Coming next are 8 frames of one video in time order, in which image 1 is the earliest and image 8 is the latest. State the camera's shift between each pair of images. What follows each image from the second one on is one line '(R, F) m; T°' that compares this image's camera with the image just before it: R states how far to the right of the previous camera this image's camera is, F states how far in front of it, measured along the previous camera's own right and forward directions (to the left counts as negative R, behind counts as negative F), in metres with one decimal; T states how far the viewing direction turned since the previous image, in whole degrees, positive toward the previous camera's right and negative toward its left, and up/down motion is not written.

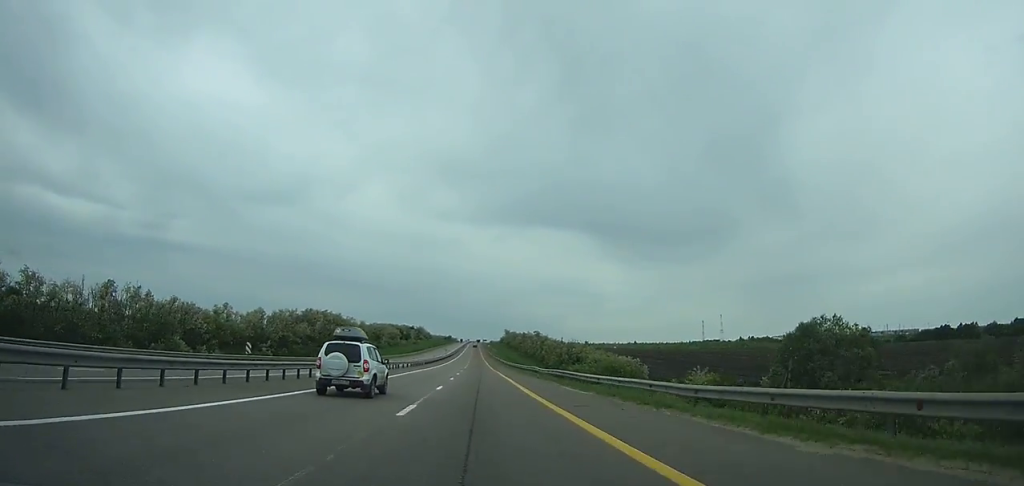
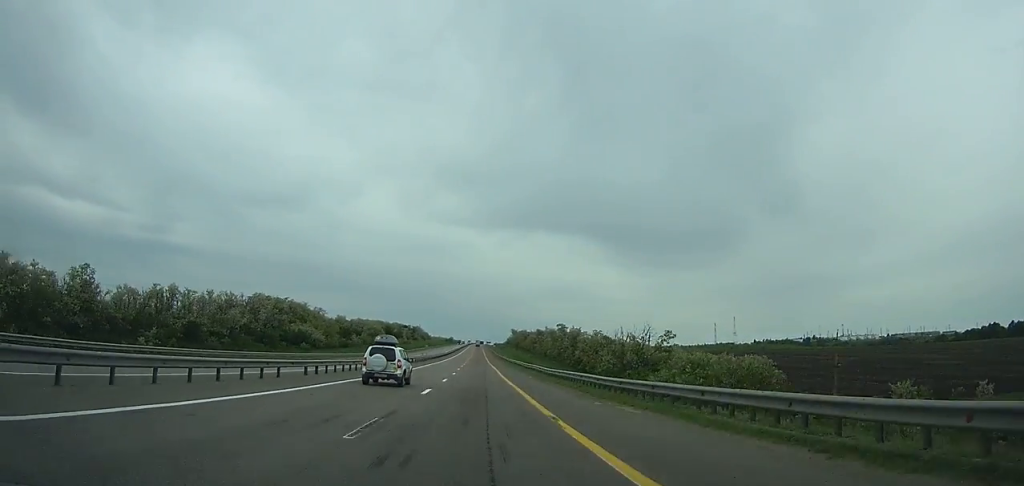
(0.0, +61.3) m; 0°
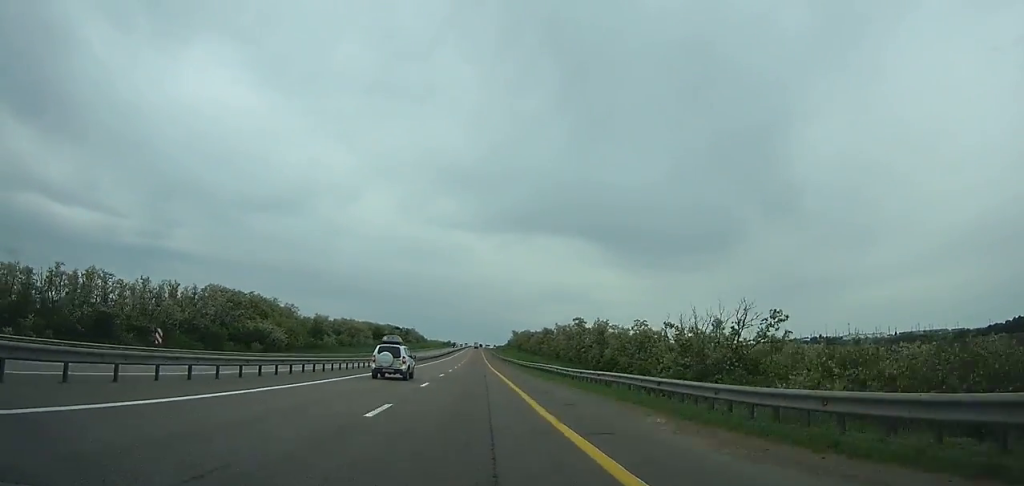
(0.0, +32.2) m; 0°
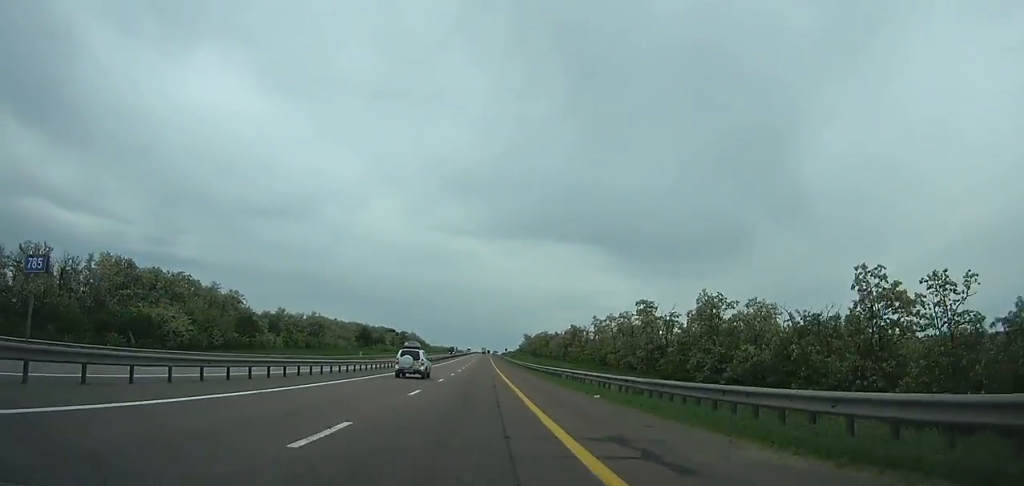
(+0.1, +50.3) m; 0°
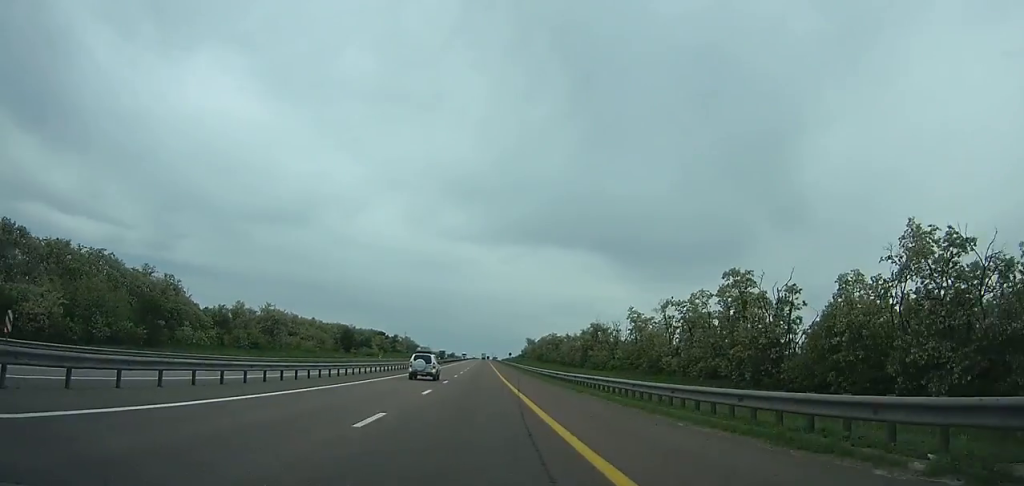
(-0.3, +32.2) m; 0°
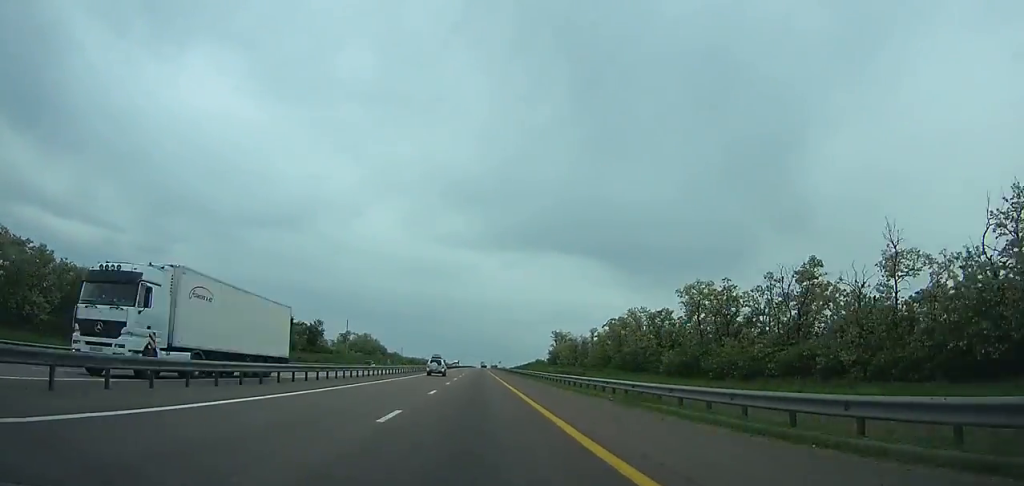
(+0.2, +155.6) m; 0°
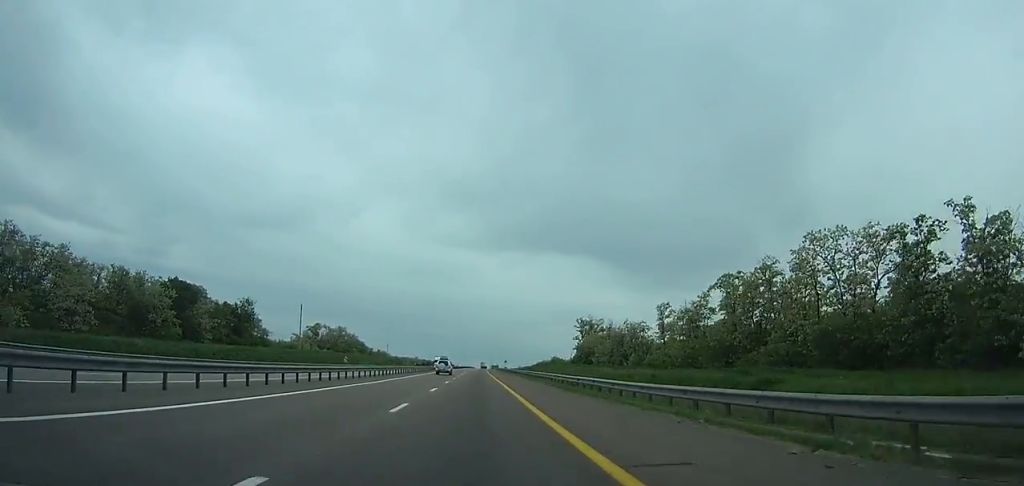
(0.0, +58.8) m; 0°
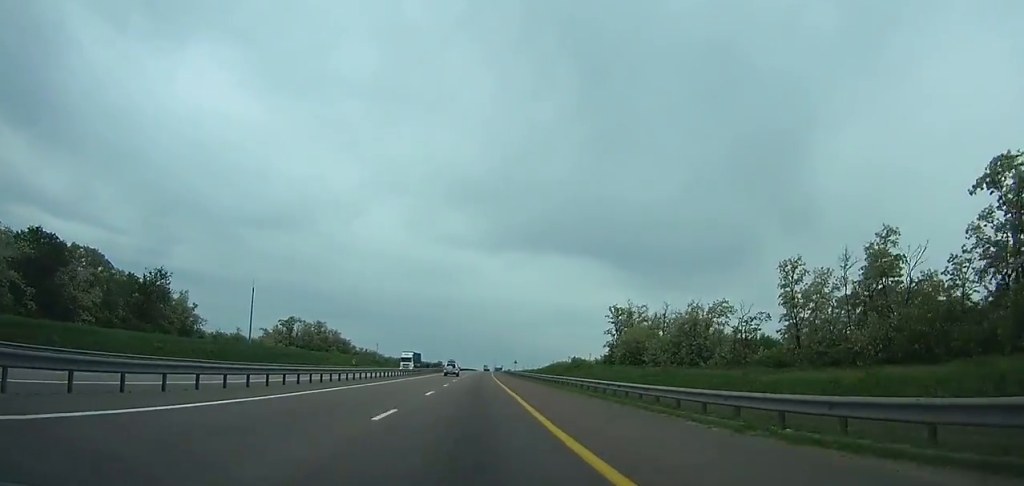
(-0.1, +39.5) m; 0°
